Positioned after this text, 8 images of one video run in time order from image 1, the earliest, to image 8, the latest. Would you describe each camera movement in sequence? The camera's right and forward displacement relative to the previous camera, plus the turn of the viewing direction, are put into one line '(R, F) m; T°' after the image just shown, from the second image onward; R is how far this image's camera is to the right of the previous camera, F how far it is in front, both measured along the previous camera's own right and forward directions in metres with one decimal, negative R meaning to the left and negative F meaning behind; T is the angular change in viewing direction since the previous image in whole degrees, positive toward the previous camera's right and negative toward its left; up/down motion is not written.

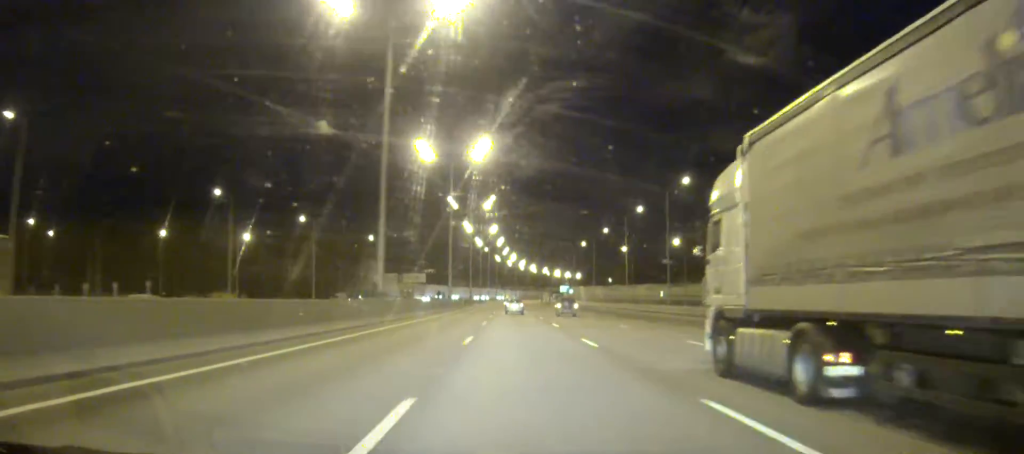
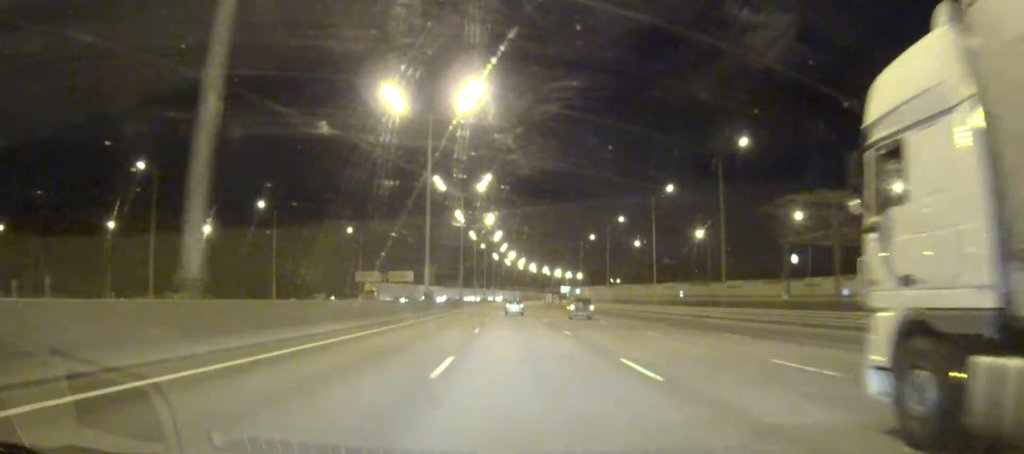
(0.0, +24.9) m; 0°
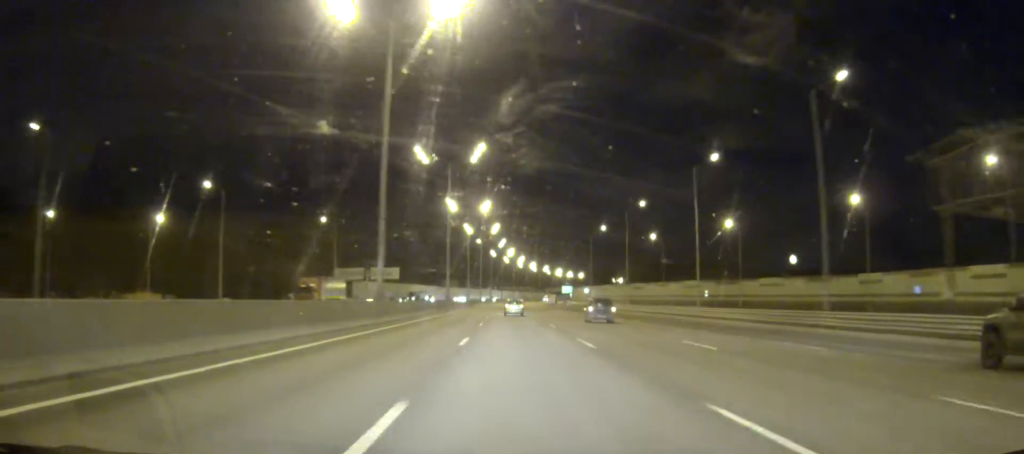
(-0.1, +23.5) m; 0°
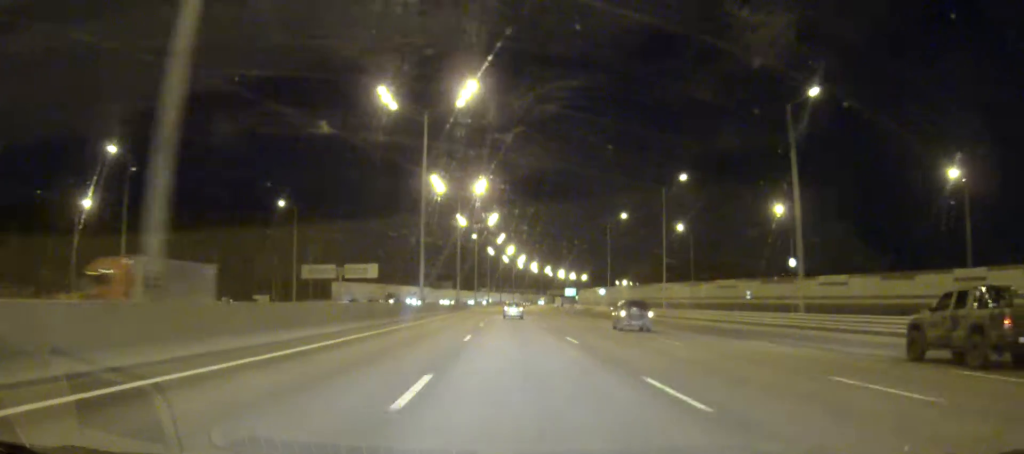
(+0.1, +27.9) m; 0°
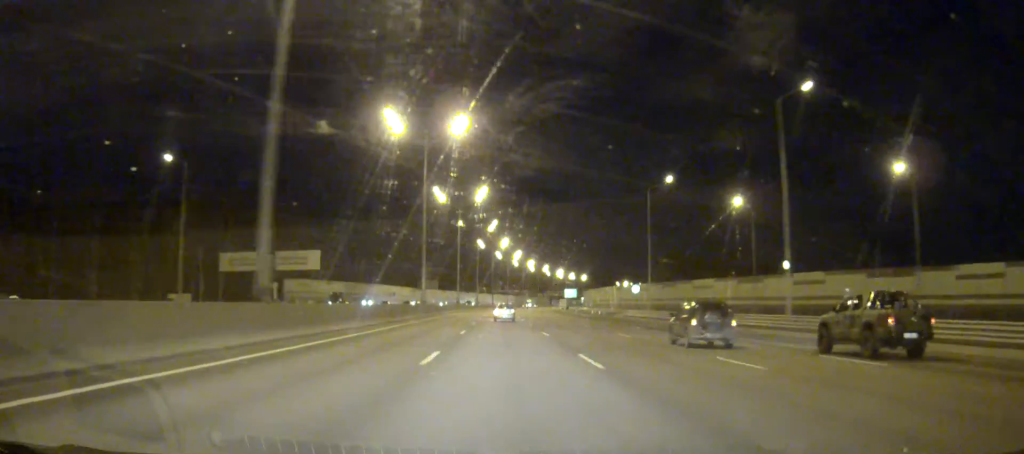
(+0.1, +40.8) m; 0°
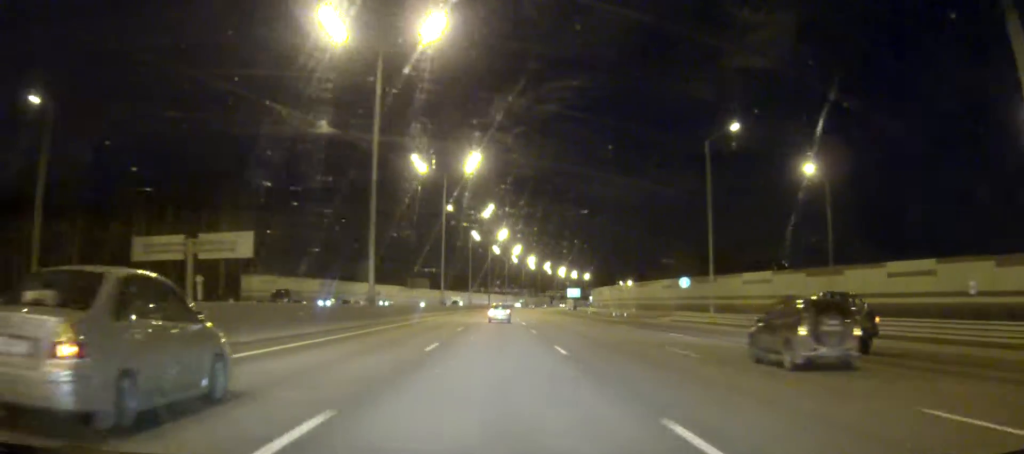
(+0.1, +27.3) m; 0°
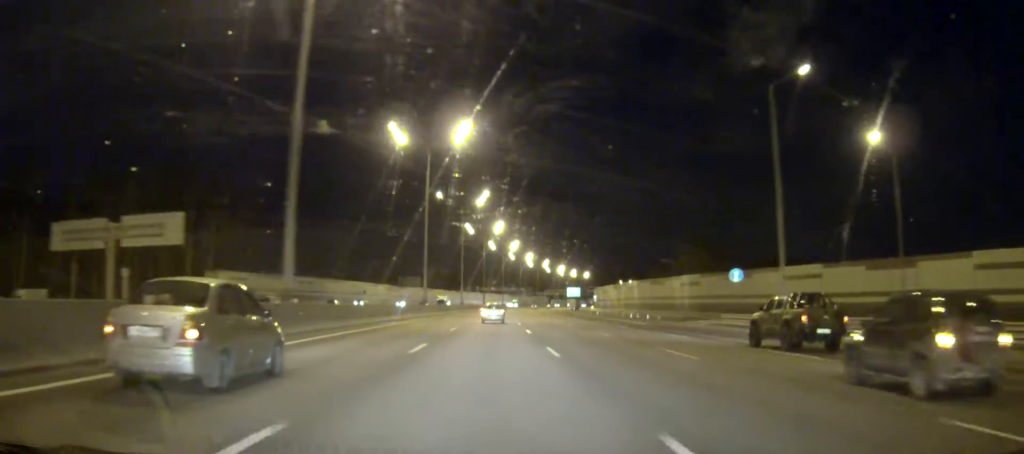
(0.0, +16.8) m; 0°
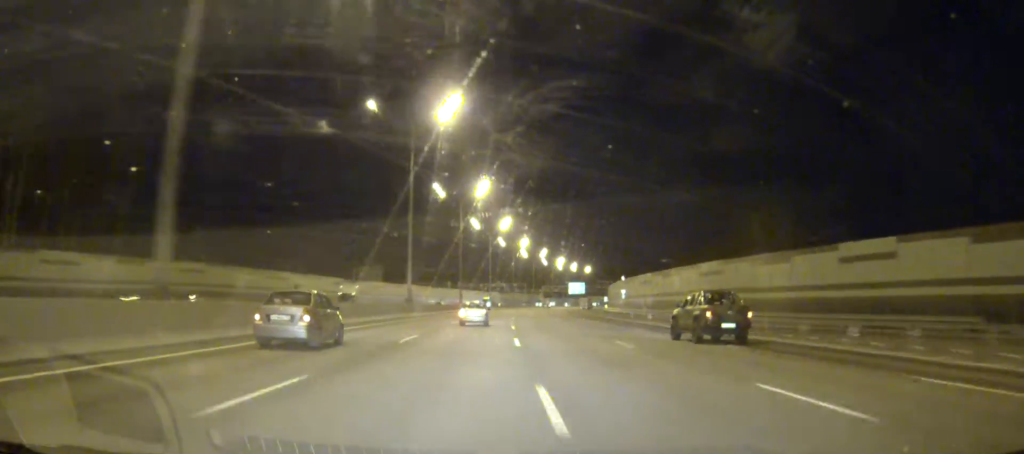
(+0.4, +58.8) m; +1°
